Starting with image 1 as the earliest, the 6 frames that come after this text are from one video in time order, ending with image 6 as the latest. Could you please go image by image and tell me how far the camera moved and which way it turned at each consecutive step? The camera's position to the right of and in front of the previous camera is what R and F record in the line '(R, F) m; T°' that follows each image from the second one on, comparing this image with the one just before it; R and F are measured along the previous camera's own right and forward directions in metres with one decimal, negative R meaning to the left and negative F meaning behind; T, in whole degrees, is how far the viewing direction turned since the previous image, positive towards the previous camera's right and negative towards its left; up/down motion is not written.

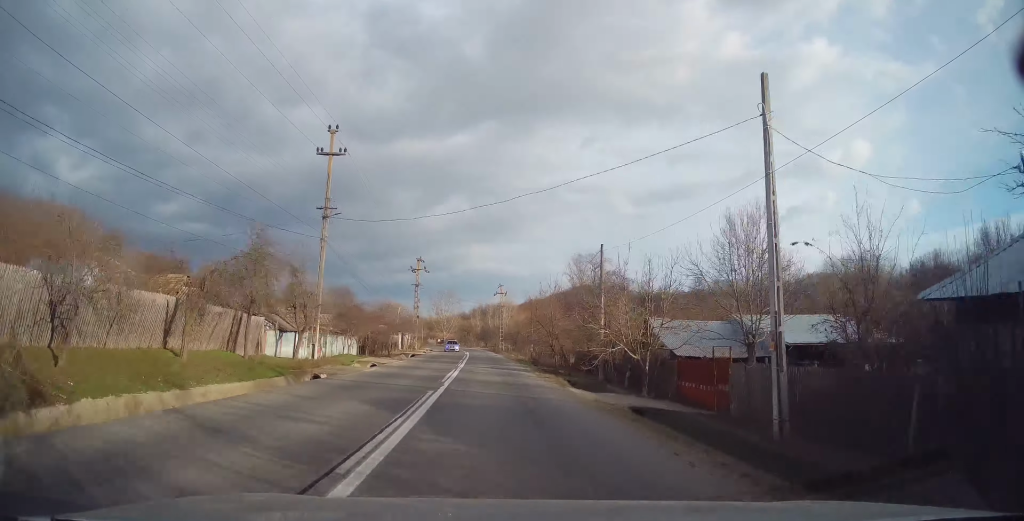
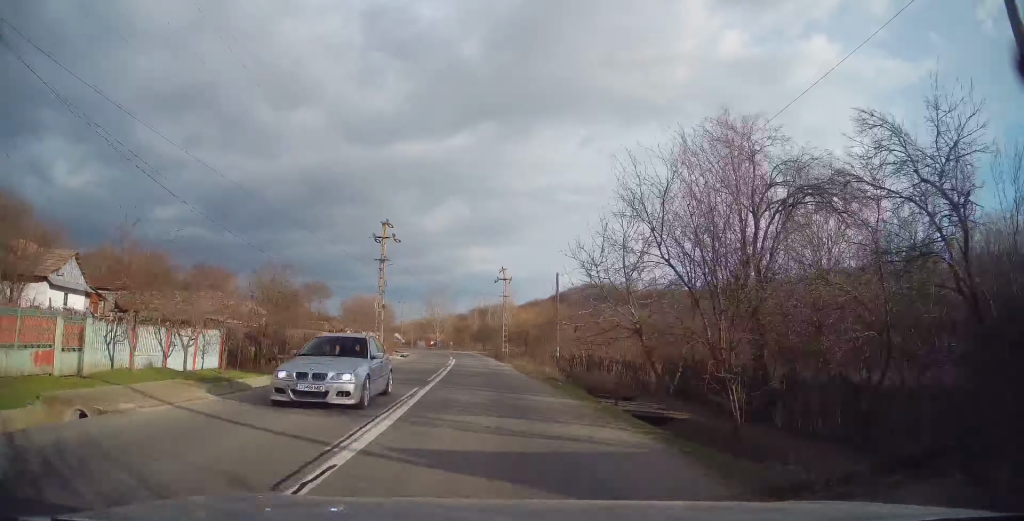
(+0.4, +22.0) m; -1°
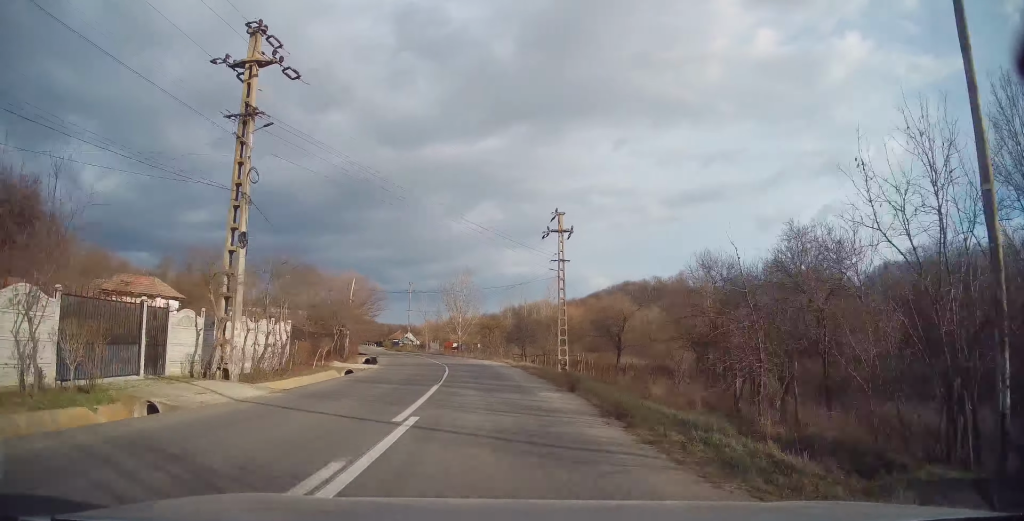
(-0.9, +31.3) m; -3°
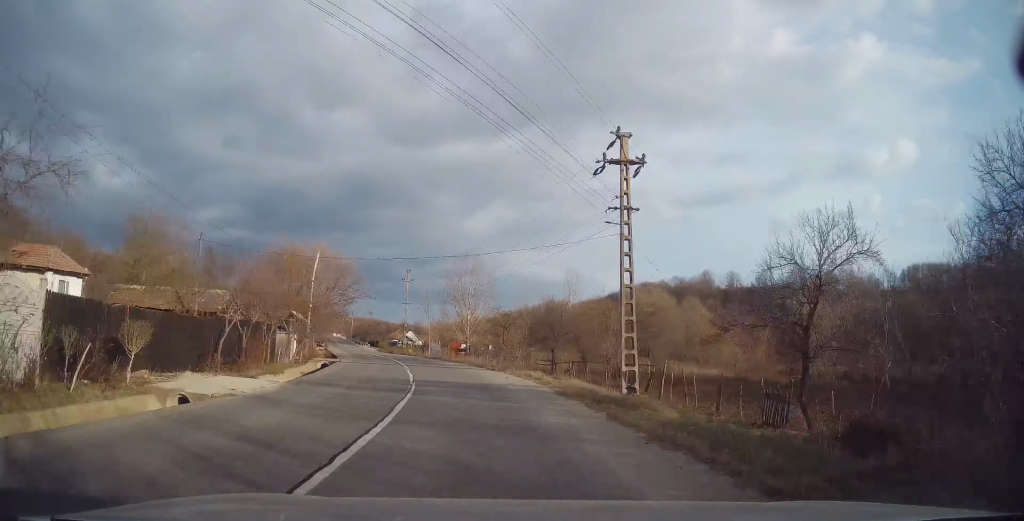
(-0.4, +15.8) m; -4°
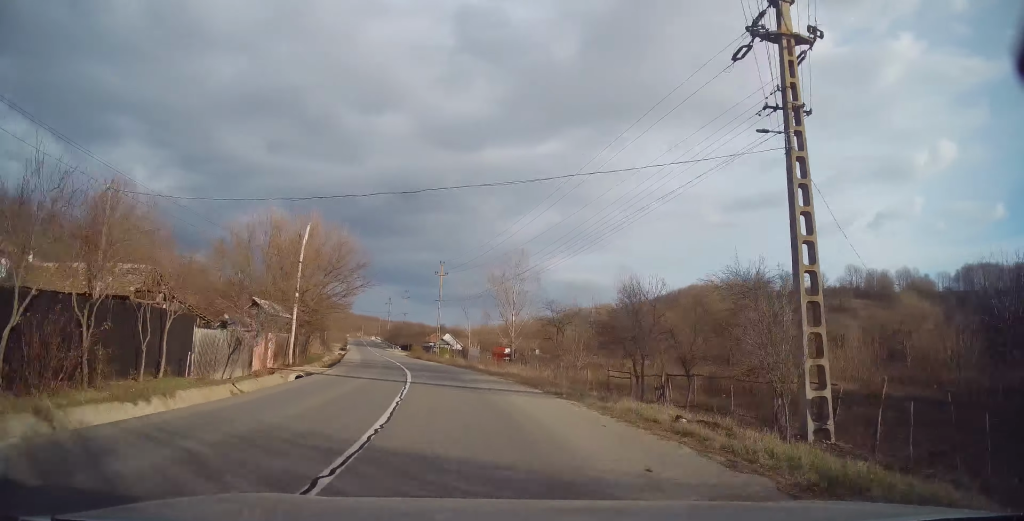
(-0.4, +11.5) m; -4°
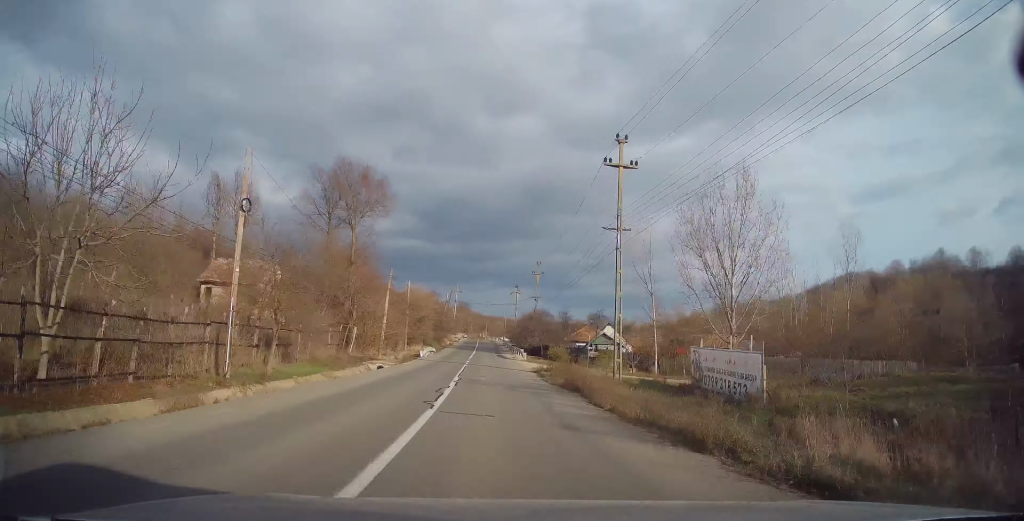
(-3.9, +39.8) m; -10°
